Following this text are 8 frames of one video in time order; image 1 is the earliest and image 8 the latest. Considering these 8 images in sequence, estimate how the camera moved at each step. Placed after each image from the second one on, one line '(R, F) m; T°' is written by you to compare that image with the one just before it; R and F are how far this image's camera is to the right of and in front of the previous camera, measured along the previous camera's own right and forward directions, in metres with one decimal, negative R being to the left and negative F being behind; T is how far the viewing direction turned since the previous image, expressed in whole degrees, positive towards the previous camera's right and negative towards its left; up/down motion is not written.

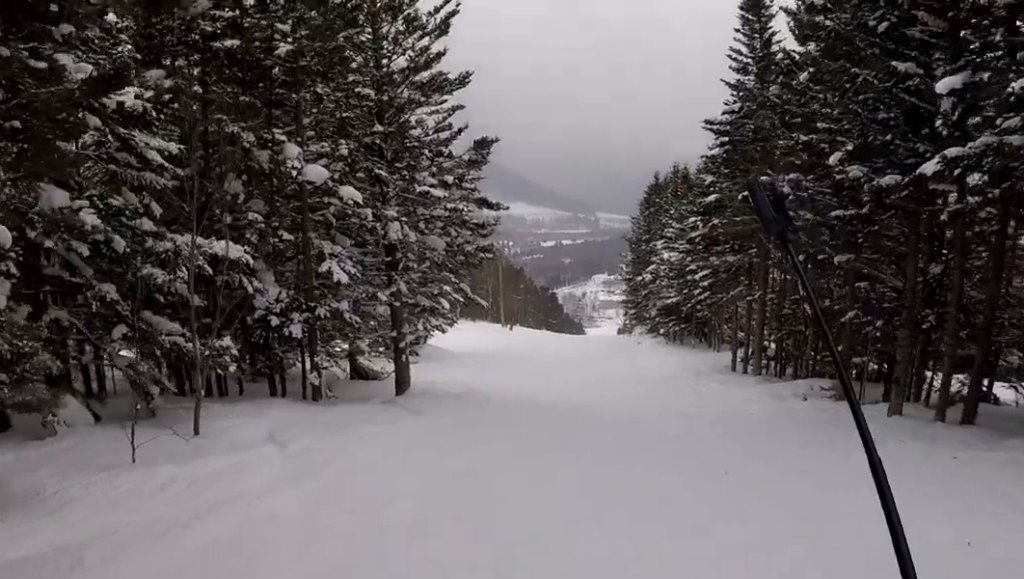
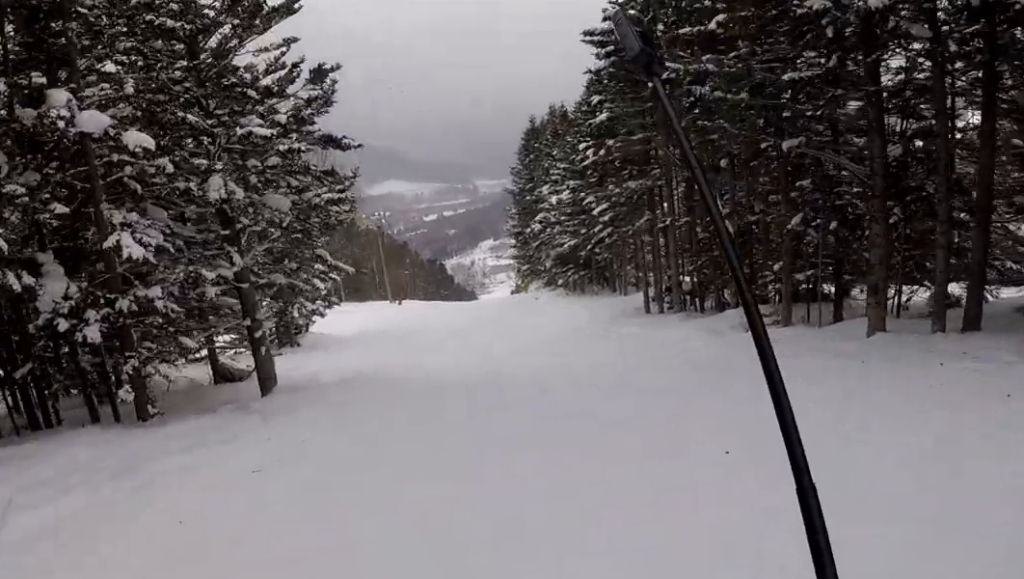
(0.0, +4.5) m; -1°
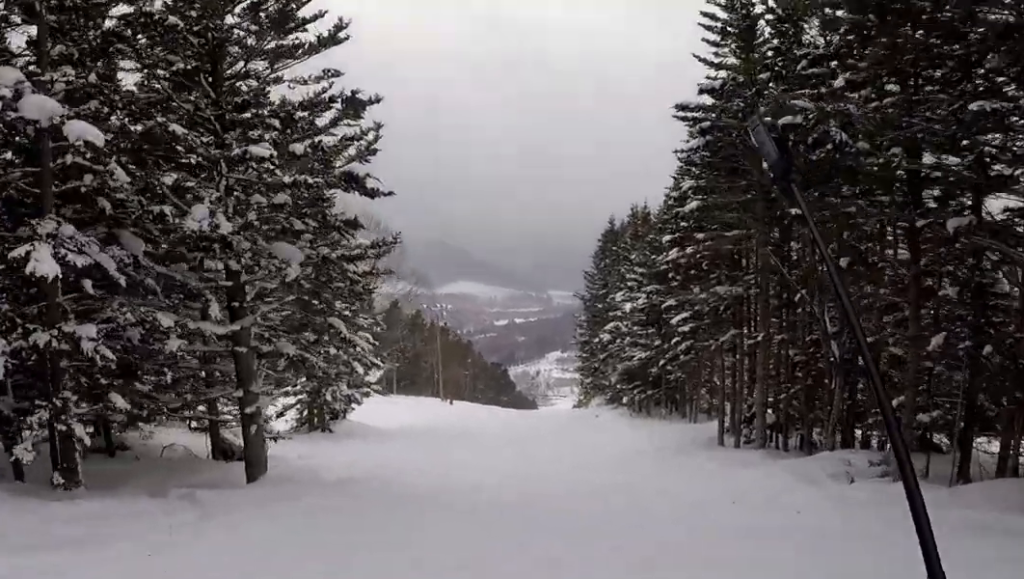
(-0.2, +4.0) m; -1°
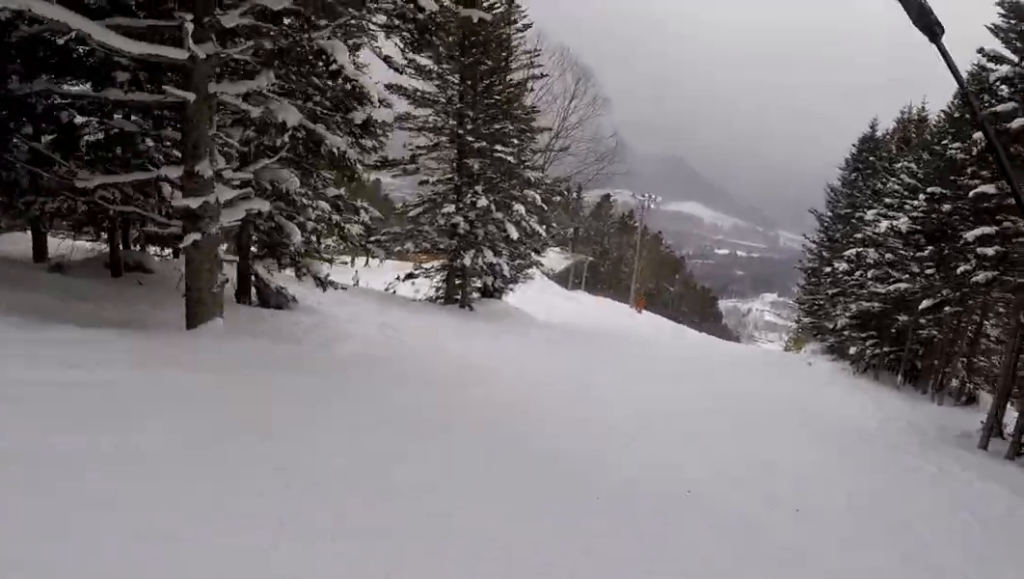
(-0.2, +8.6) m; +1°
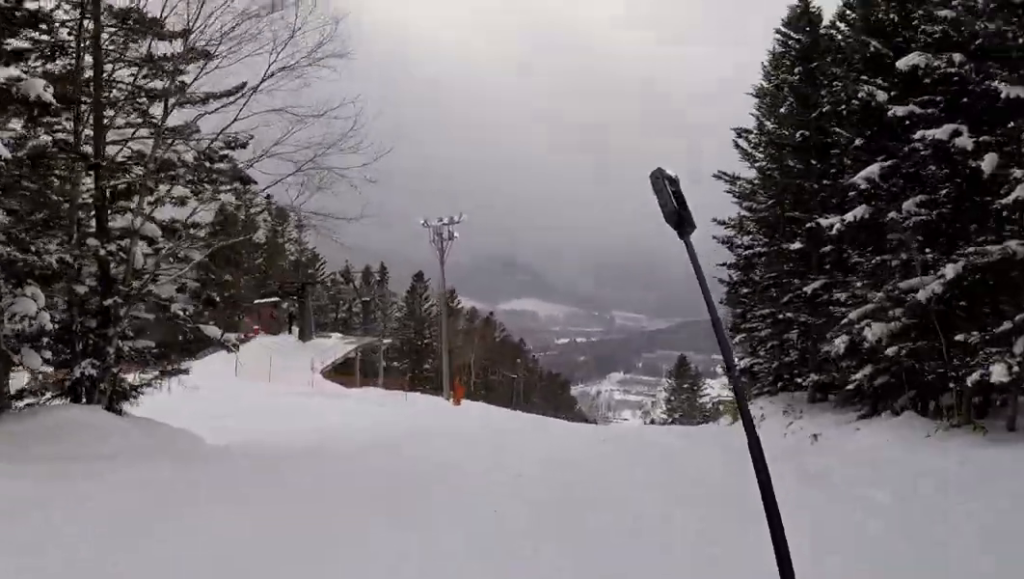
(-0.5, +20.7) m; -10°
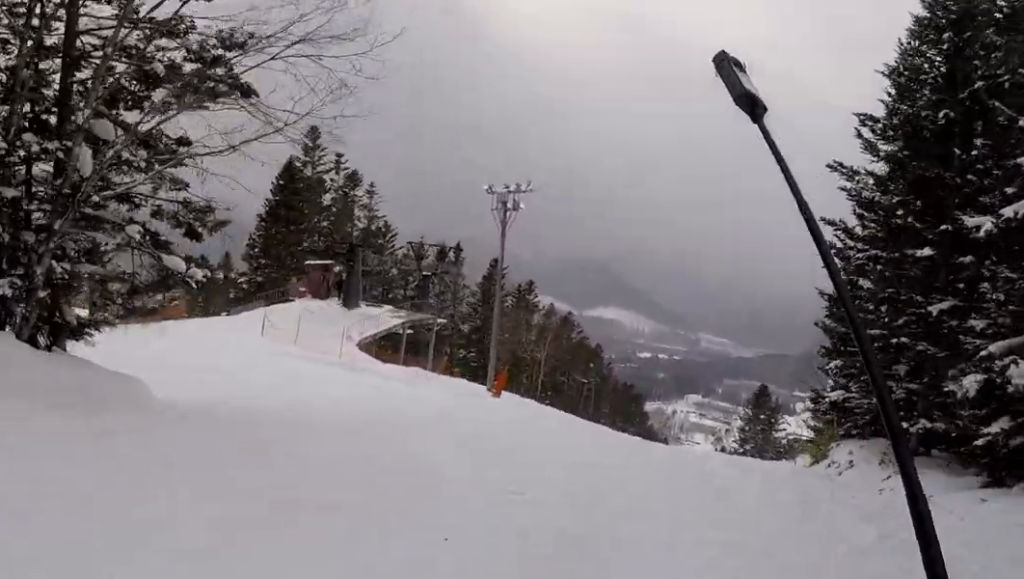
(-0.2, +3.6) m; -2°
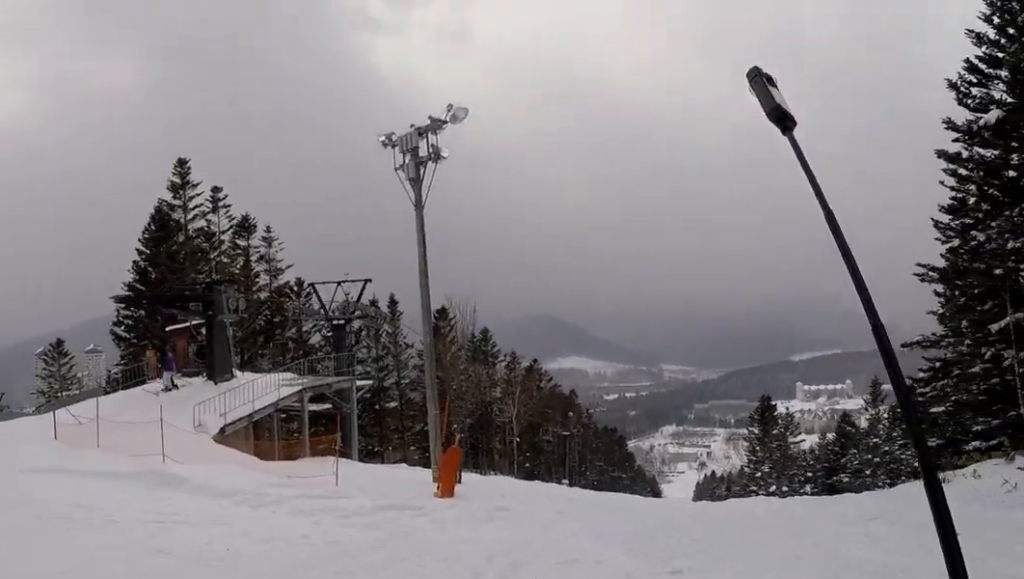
(+0.4, +11.2) m; +14°
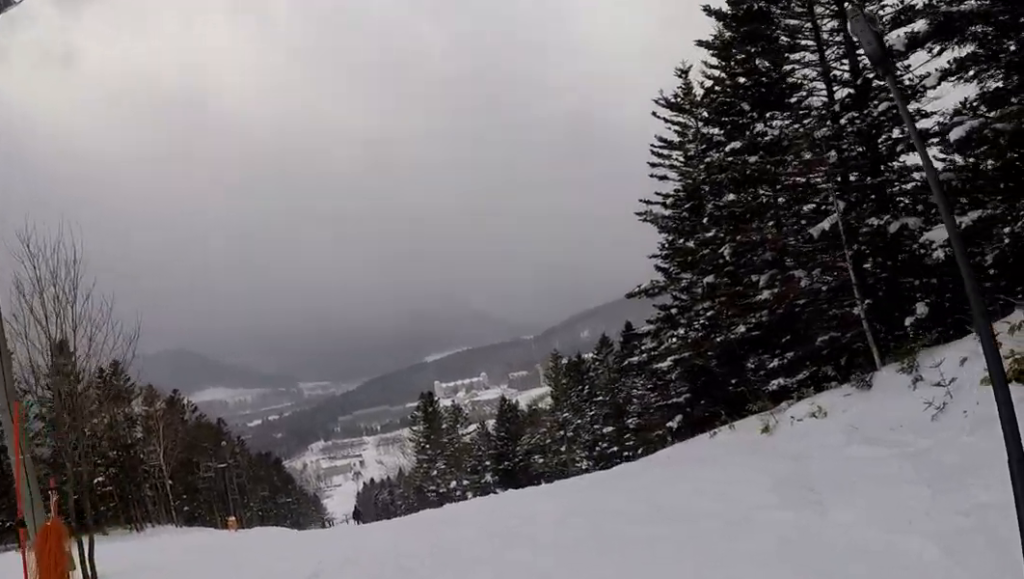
(+1.4, +5.8) m; +14°
